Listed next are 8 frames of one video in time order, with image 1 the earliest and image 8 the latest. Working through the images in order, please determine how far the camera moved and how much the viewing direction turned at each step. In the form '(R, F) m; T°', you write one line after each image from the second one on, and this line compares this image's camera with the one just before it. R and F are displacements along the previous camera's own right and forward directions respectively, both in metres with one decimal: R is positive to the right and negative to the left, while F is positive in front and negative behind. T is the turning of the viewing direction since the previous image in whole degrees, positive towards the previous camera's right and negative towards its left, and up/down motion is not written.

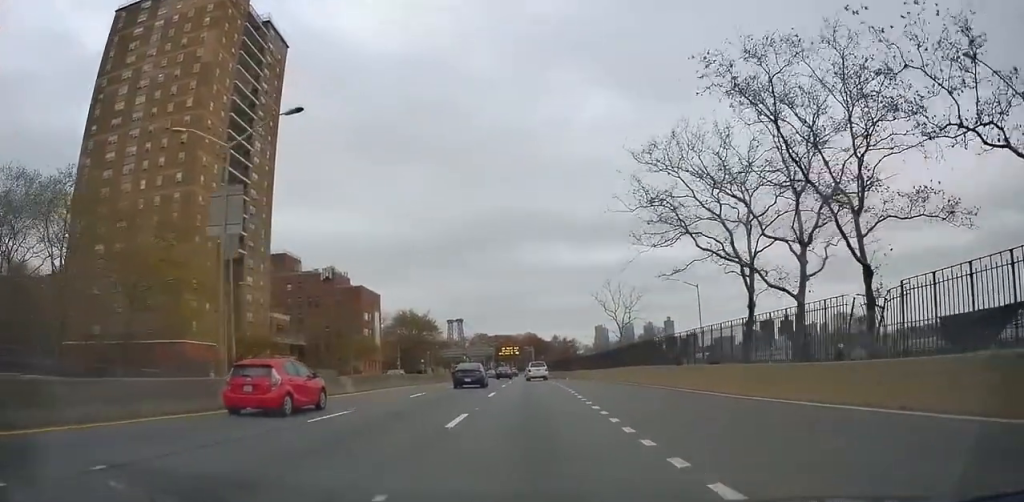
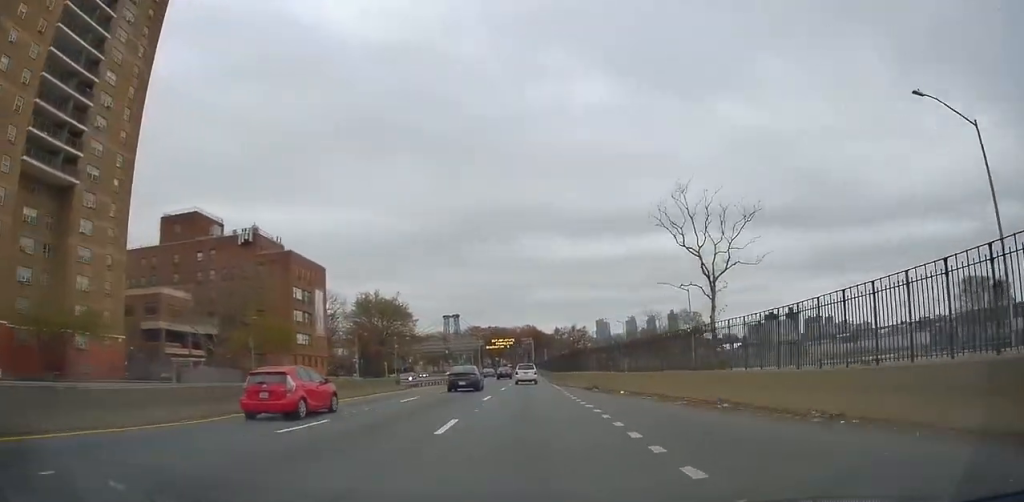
(-0.5, +36.5) m; -1°
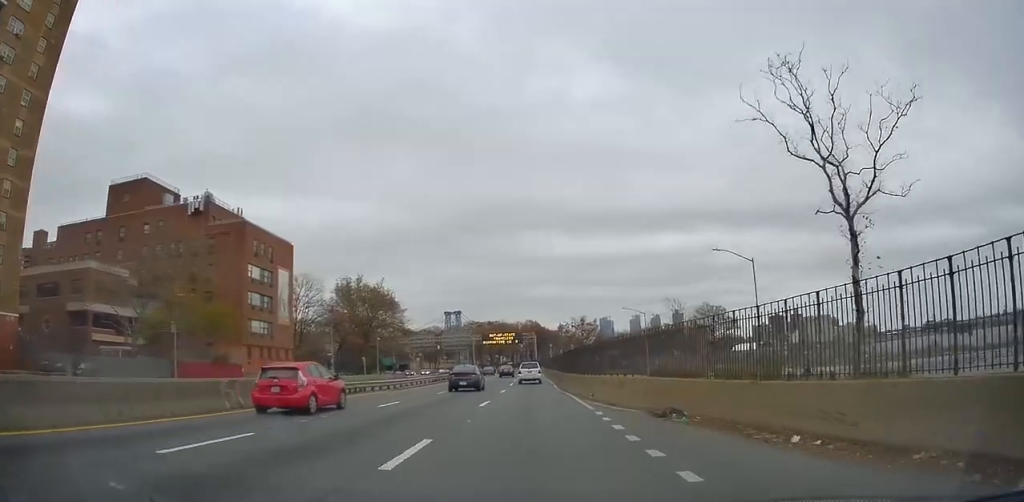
(0.0, +16.2) m; 0°
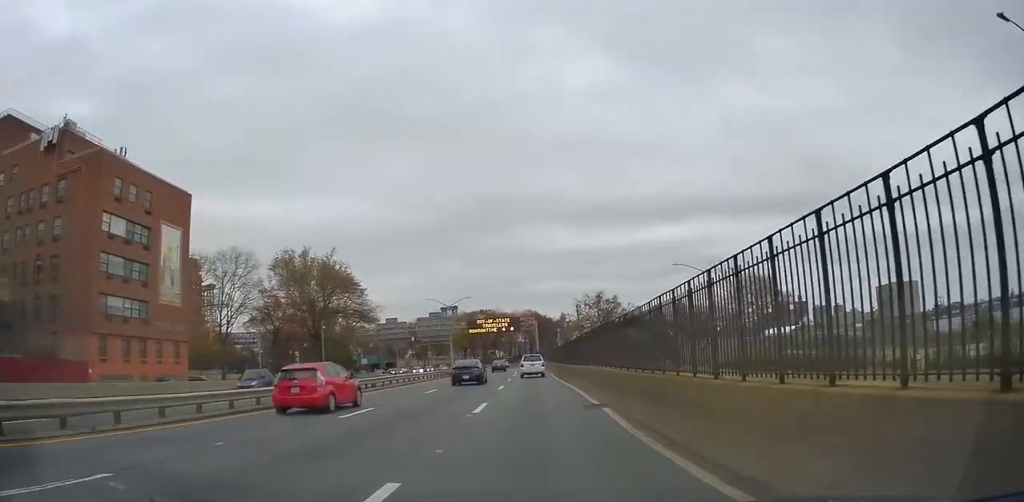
(+0.4, +28.8) m; +1°
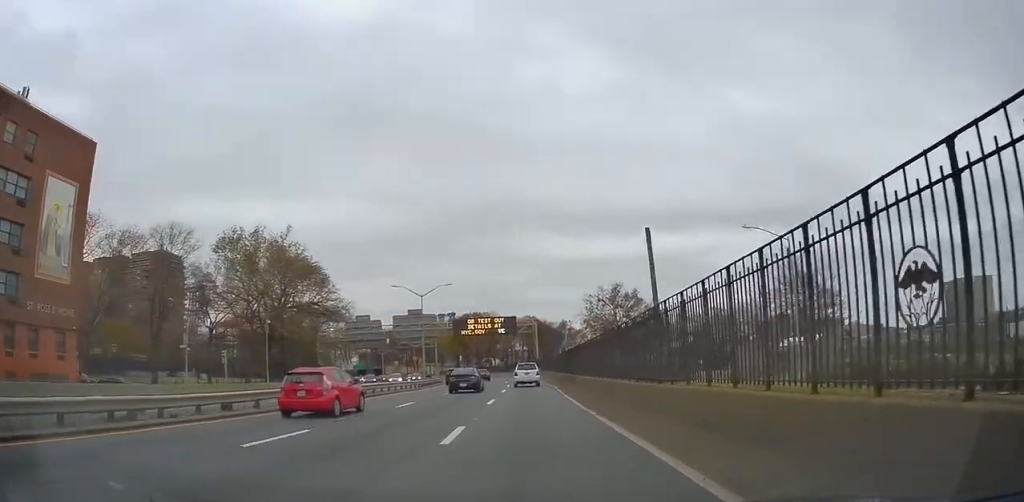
(+0.1, +17.4) m; 0°
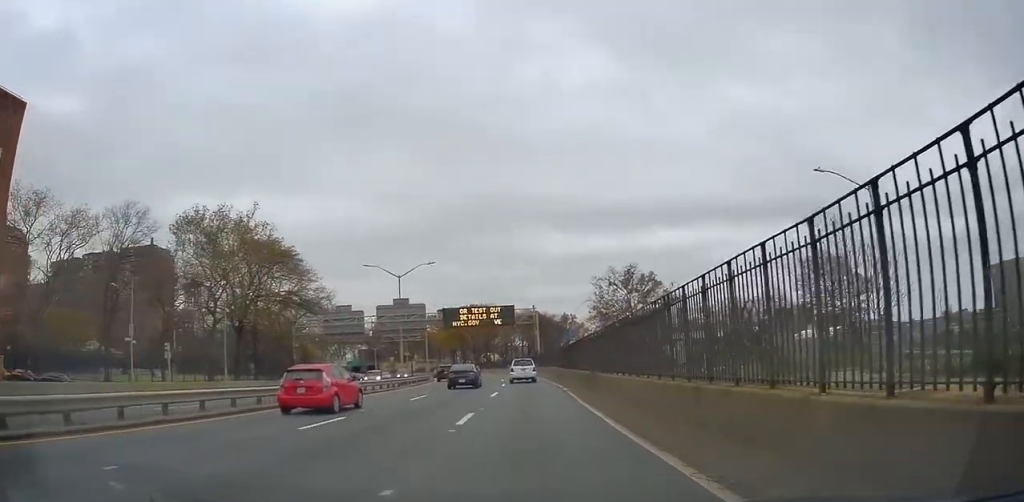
(-0.2, +9.6) m; -1°
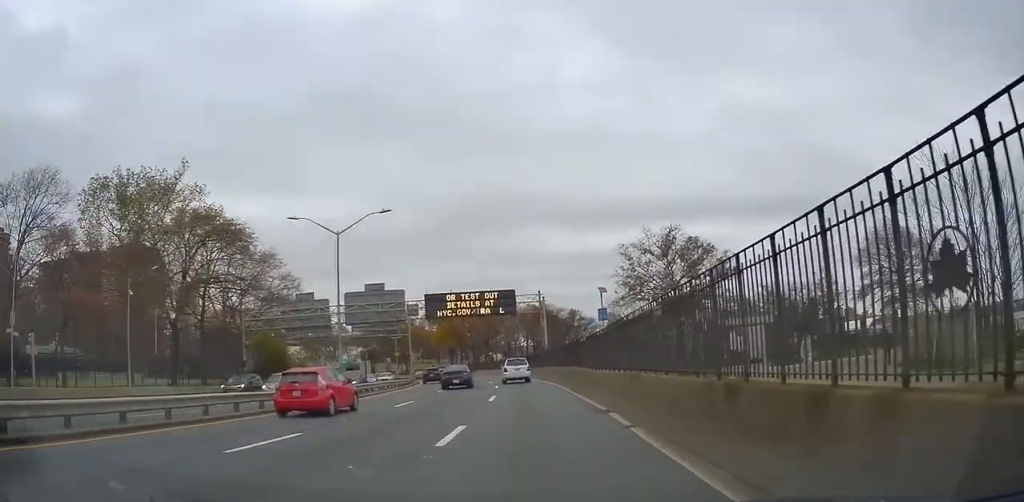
(-0.1, +15.6) m; 0°
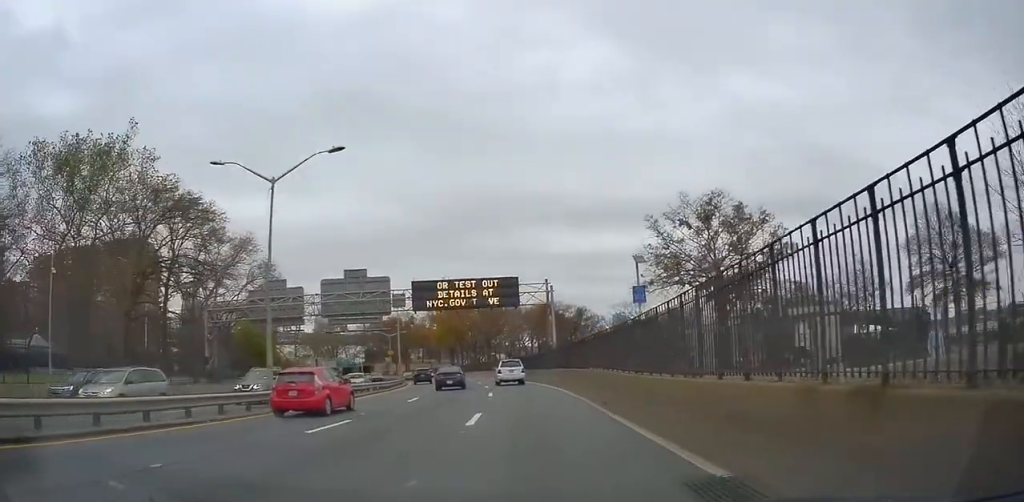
(0.0, +8.7) m; 0°
